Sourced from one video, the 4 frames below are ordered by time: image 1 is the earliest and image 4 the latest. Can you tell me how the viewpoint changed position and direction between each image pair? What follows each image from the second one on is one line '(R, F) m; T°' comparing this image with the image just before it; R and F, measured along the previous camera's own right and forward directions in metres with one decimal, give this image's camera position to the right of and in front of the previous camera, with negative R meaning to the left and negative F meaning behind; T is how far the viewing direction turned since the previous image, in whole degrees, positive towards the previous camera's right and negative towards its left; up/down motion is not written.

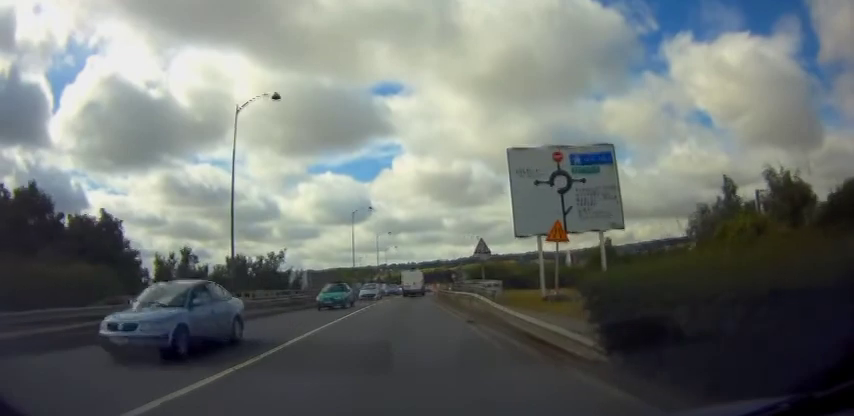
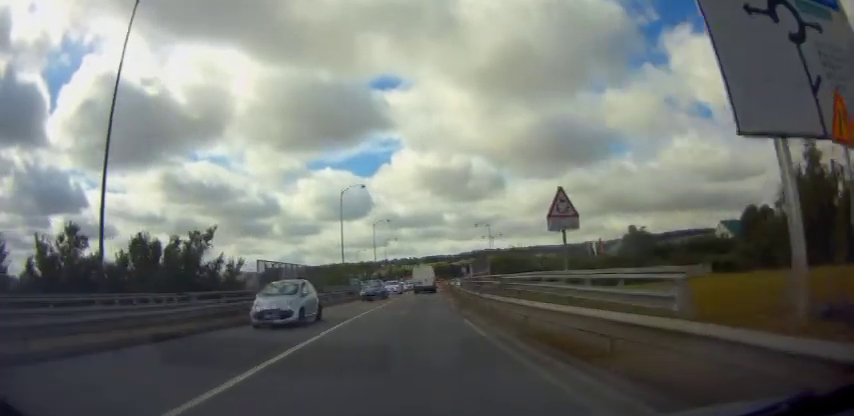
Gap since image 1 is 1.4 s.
(0.0, +14.5) m; 0°
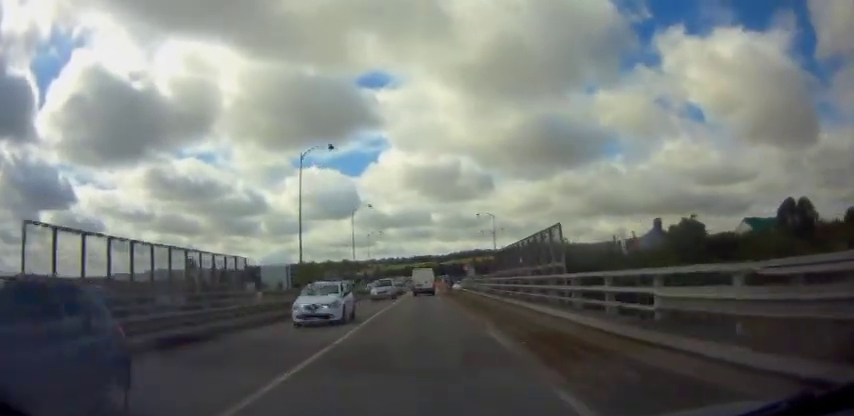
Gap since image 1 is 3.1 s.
(+0.1, +17.6) m; +1°
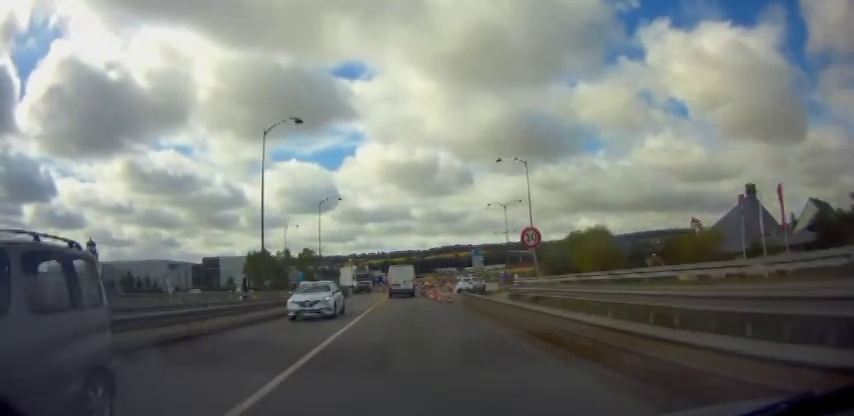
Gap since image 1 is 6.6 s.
(+1.0, +35.5) m; +2°
